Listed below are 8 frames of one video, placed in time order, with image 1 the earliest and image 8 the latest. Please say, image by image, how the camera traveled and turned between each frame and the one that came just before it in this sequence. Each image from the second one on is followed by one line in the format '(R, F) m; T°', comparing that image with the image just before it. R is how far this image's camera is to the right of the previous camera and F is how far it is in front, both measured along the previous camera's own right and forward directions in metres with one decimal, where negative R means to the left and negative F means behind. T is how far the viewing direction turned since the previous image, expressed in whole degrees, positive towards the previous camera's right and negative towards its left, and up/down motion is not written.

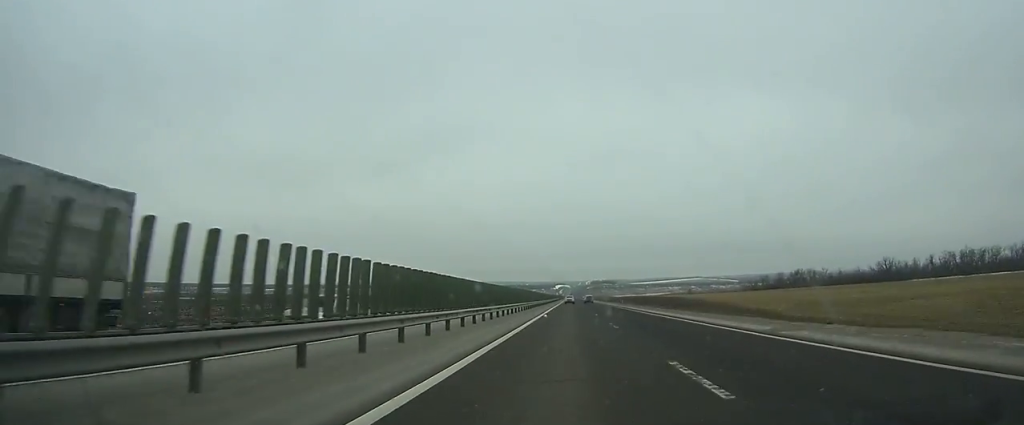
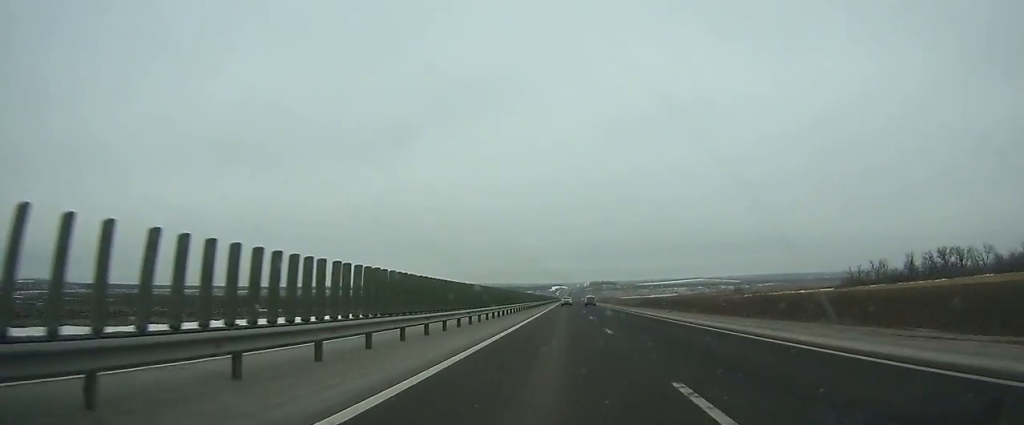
(+0.1, +113.7) m; 0°
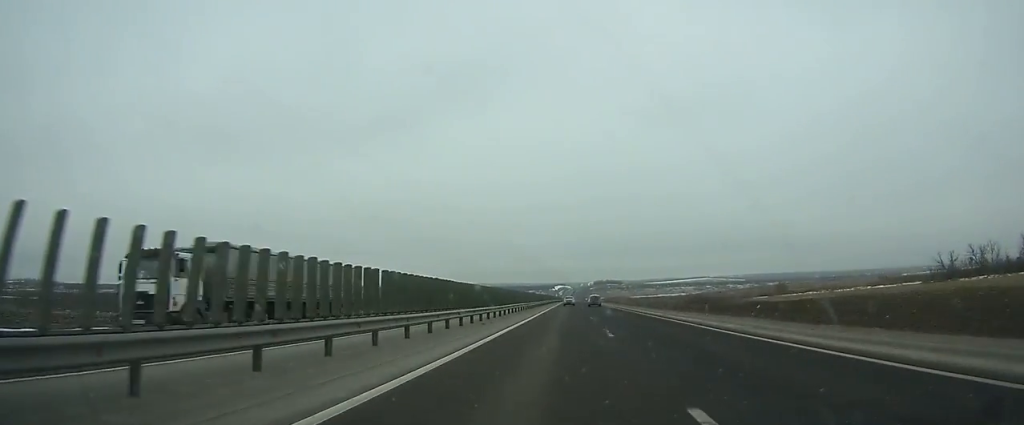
(-0.3, +47.6) m; 0°
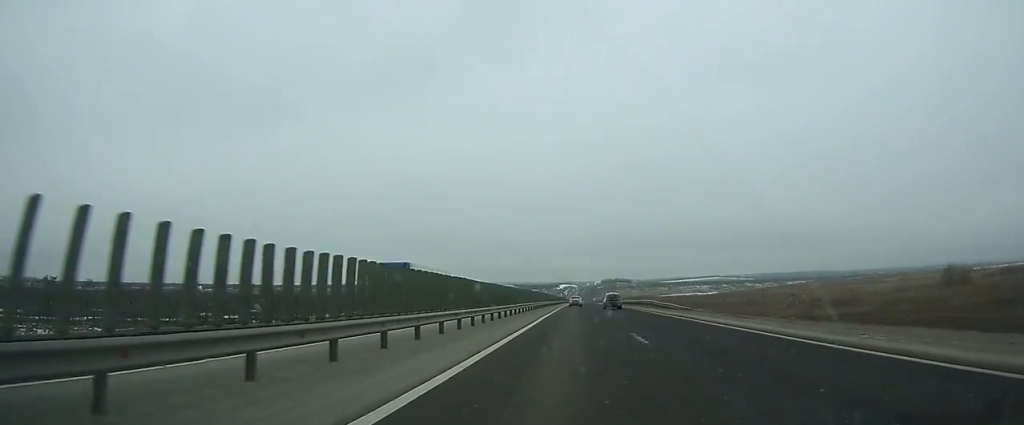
(-0.3, +93.0) m; 0°
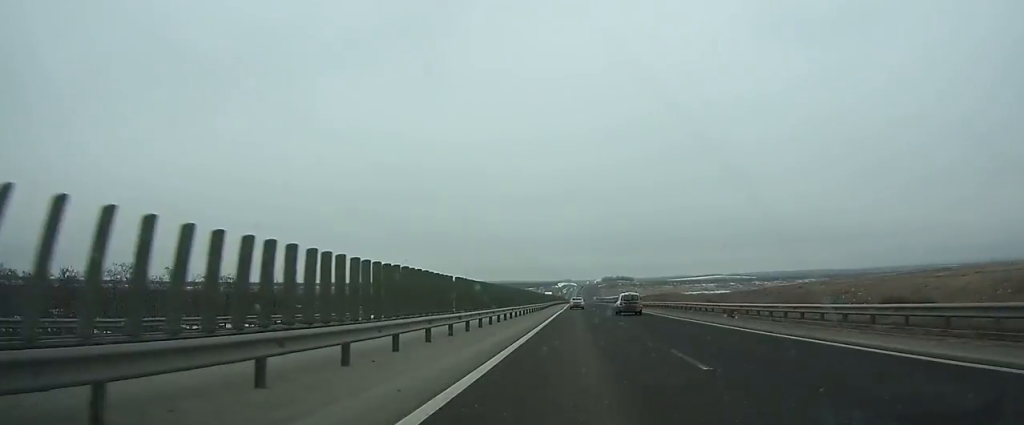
(0.0, +62.9) m; 0°
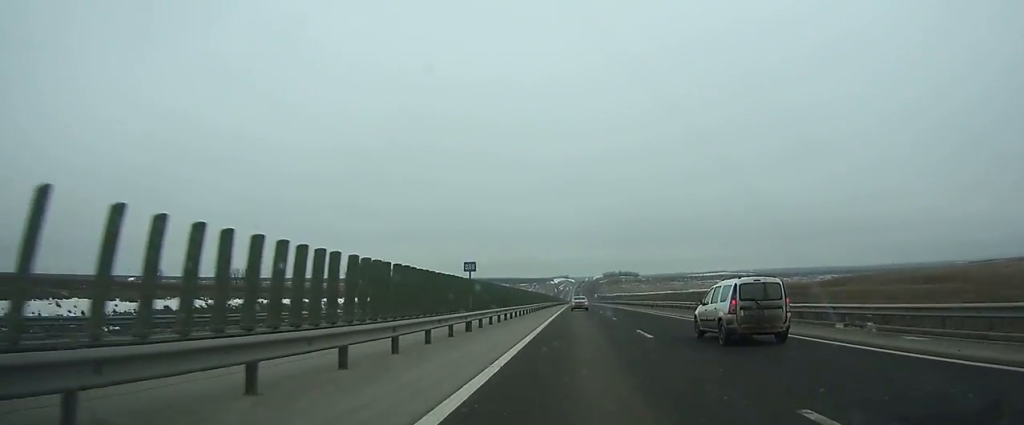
(+0.6, +122.3) m; 0°
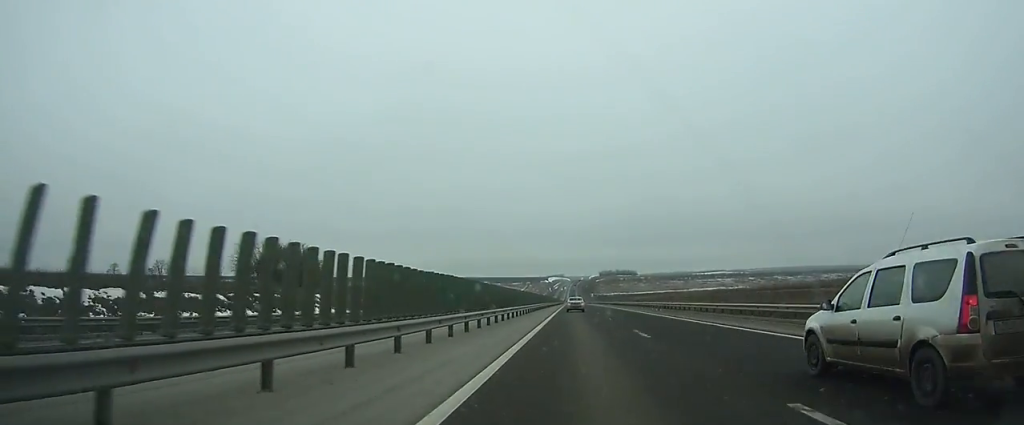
(0.0, +44.5) m; 0°
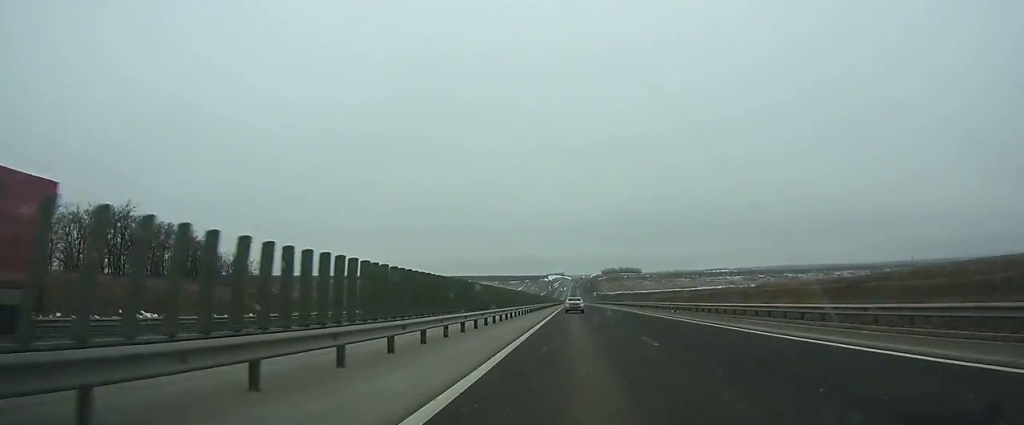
(-0.1, +49.2) m; 0°
